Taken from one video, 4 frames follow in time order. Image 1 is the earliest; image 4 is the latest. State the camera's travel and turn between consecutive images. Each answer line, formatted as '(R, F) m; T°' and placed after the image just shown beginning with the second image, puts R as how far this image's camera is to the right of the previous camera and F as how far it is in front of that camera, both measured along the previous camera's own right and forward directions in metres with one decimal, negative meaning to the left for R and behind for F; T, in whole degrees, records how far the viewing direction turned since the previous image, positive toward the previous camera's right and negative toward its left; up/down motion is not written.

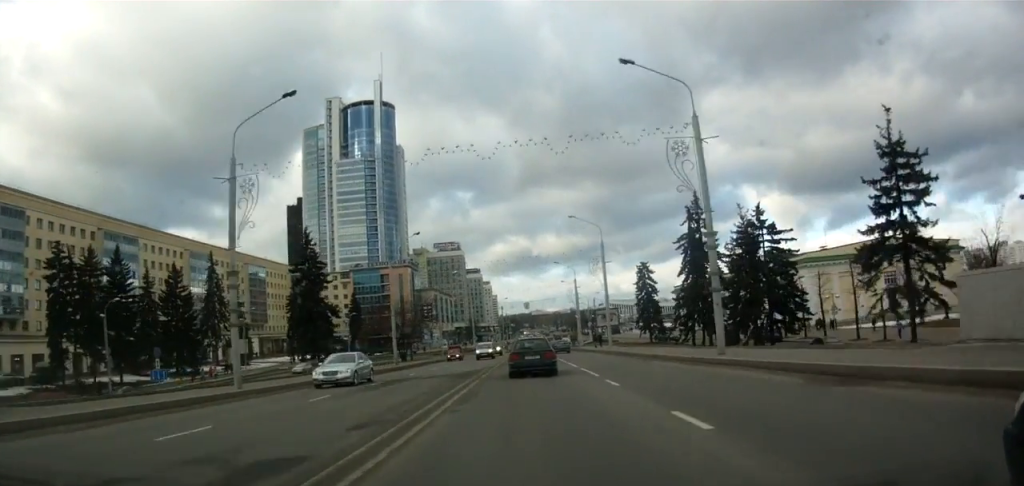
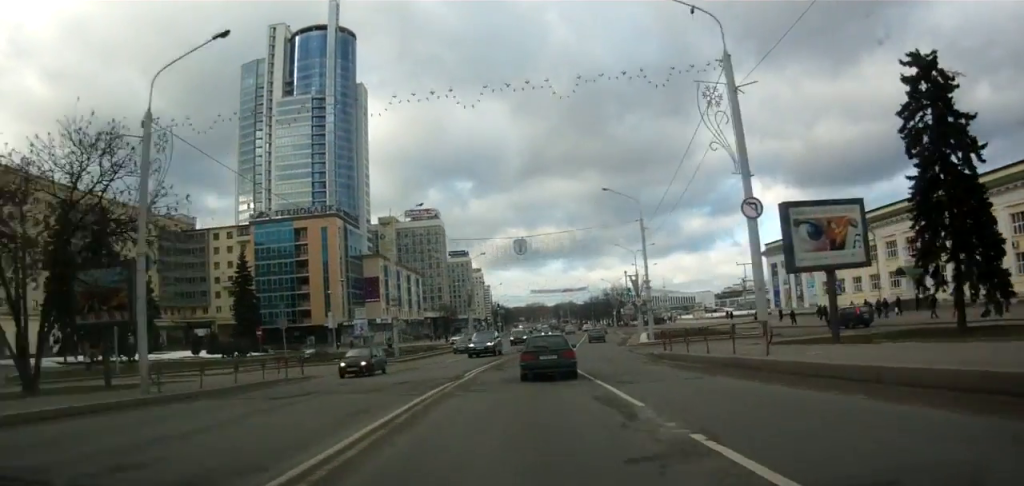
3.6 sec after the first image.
(+0.5, +69.7) m; +1°
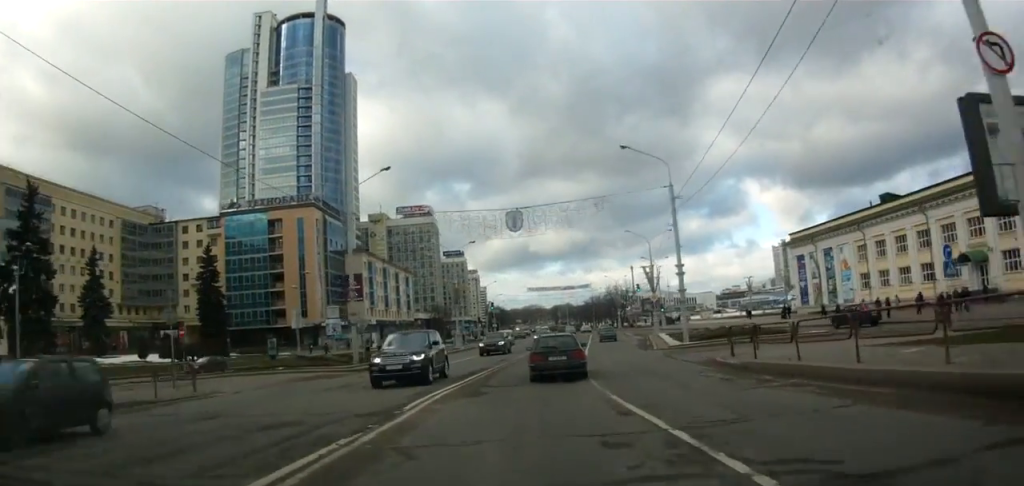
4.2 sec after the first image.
(0.0, +11.6) m; 0°
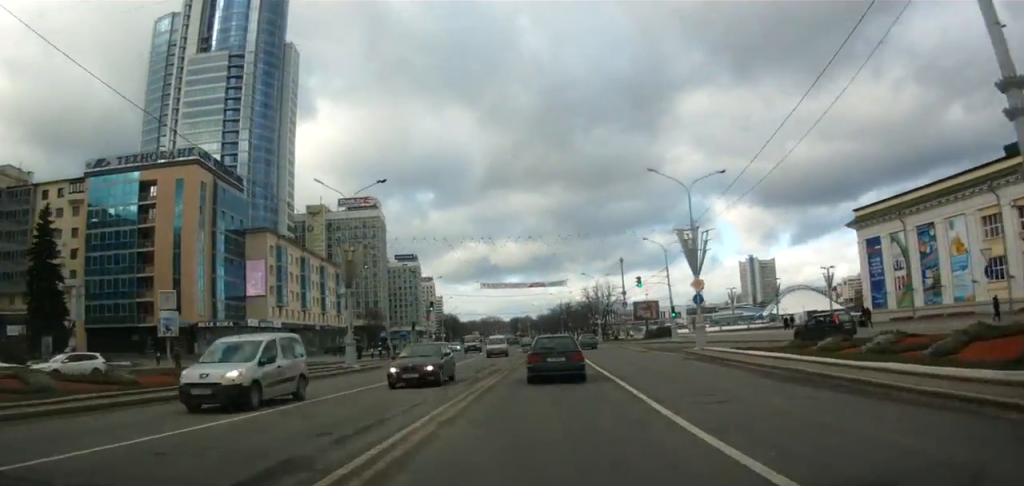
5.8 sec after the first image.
(0.0, +30.3) m; +1°
